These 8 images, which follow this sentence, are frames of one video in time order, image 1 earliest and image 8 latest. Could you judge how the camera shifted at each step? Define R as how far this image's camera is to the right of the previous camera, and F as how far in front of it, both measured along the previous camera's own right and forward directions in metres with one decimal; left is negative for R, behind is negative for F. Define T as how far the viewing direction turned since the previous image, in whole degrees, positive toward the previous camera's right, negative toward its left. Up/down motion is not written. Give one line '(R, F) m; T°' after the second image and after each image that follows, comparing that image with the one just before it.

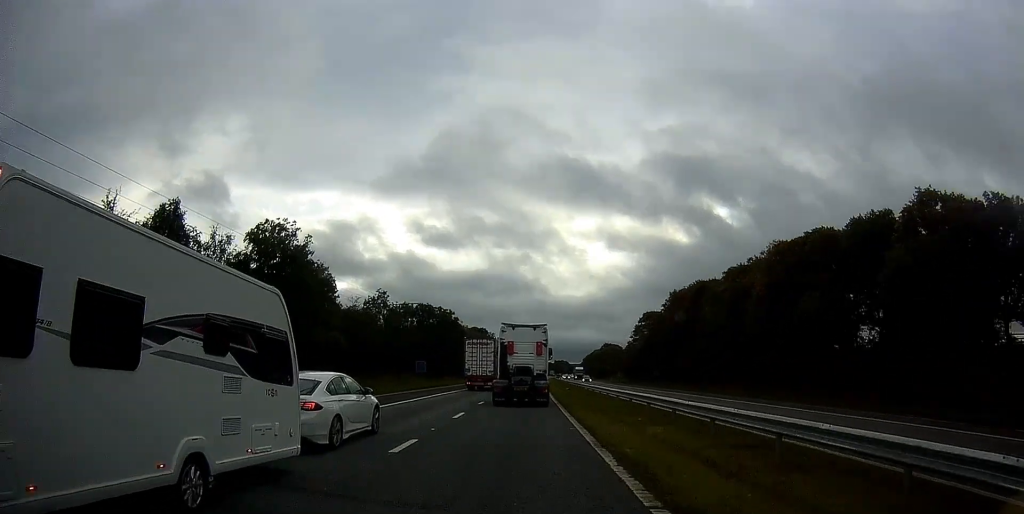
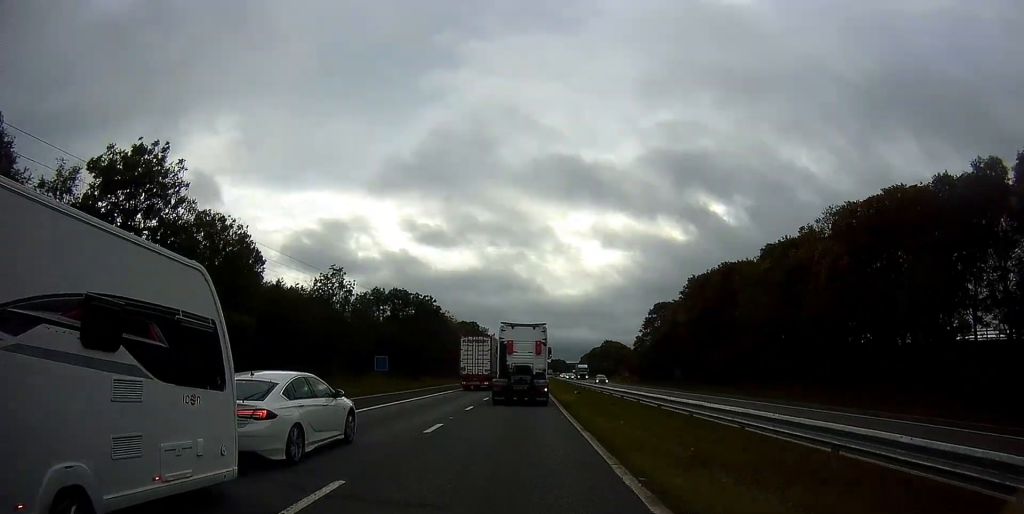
(+0.2, +13.9) m; 0°
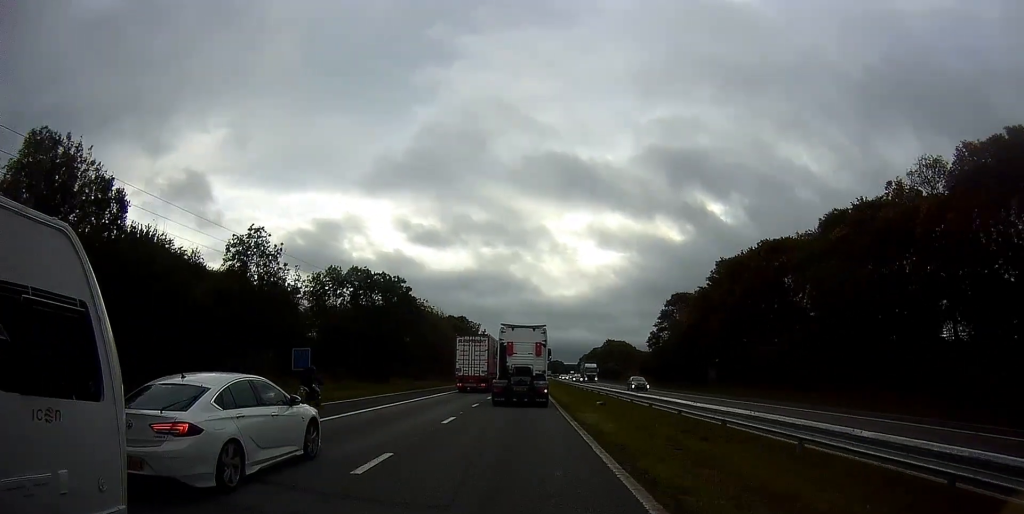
(-0.1, +14.8) m; 0°
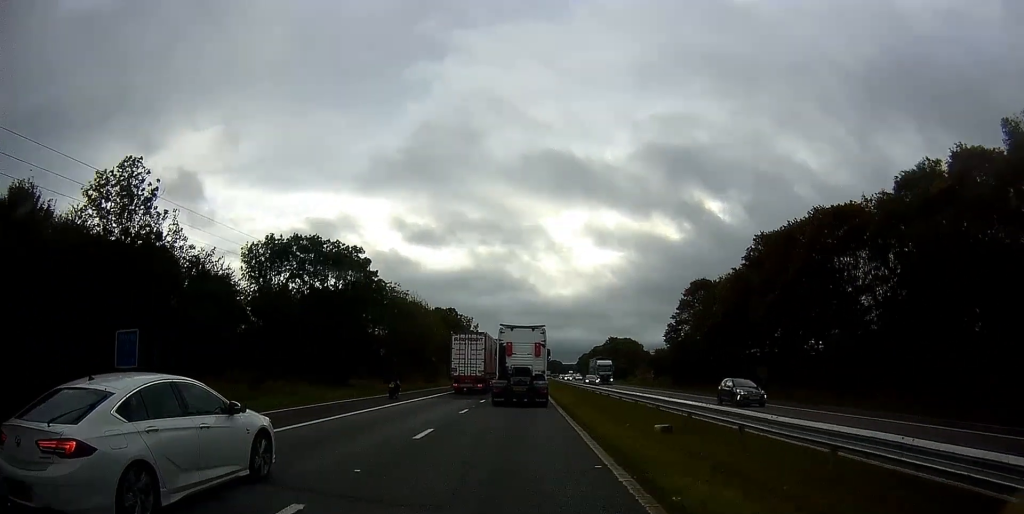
(-0.3, +13.3) m; 0°
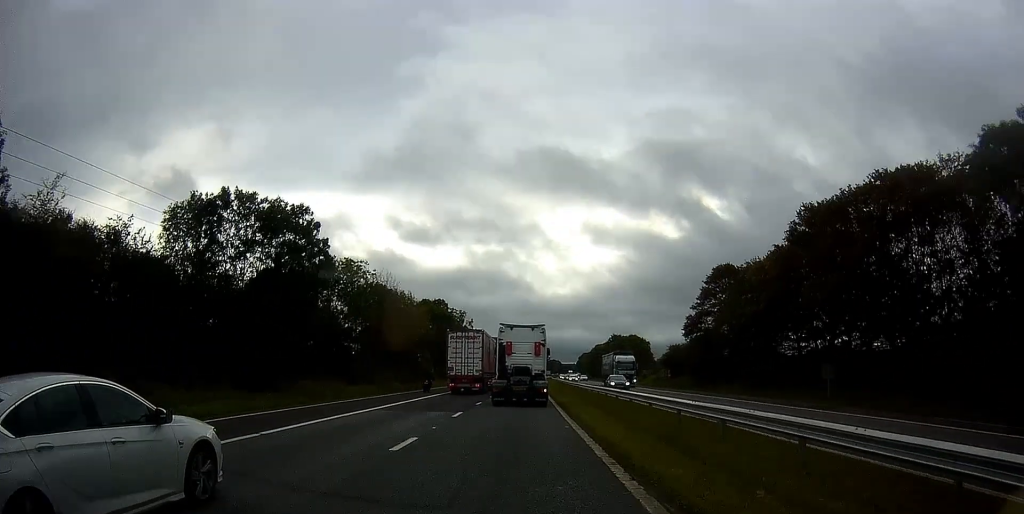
(+0.2, +10.9) m; 0°
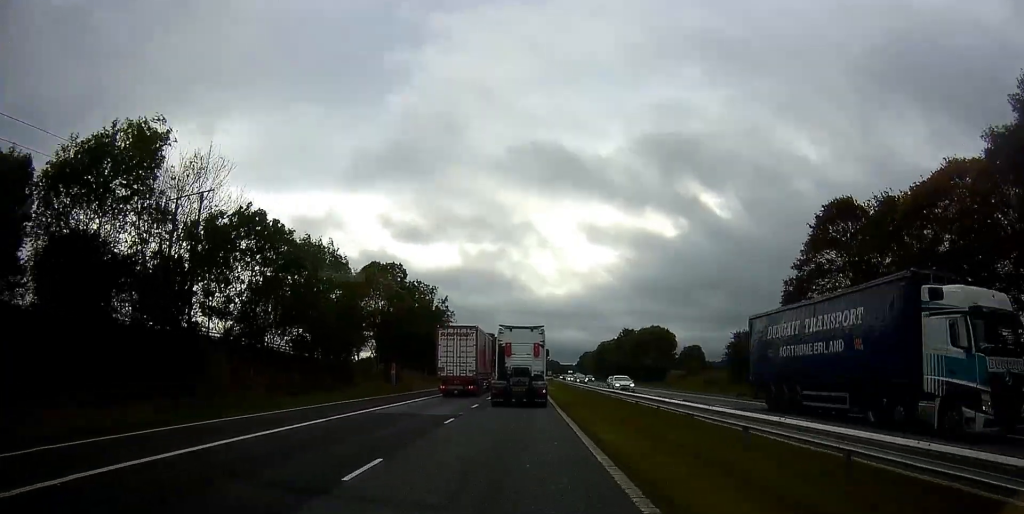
(+0.2, +29.6) m; +1°
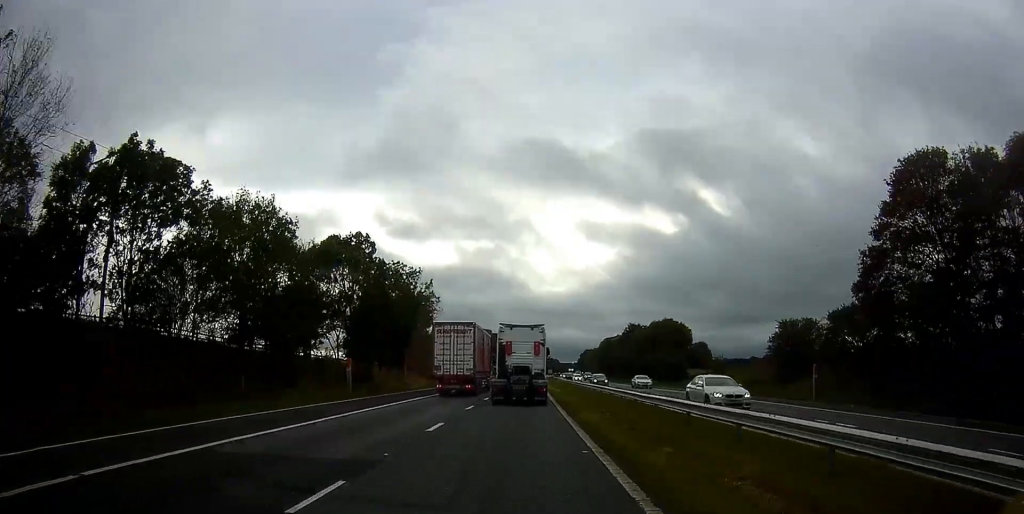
(-0.1, +11.7) m; +1°
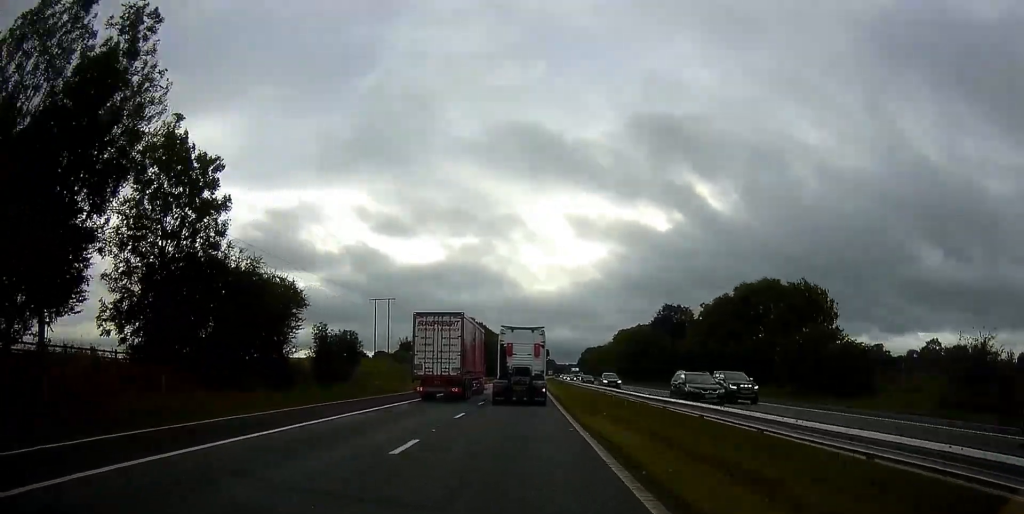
(+0.3, +49.5) m; 0°
